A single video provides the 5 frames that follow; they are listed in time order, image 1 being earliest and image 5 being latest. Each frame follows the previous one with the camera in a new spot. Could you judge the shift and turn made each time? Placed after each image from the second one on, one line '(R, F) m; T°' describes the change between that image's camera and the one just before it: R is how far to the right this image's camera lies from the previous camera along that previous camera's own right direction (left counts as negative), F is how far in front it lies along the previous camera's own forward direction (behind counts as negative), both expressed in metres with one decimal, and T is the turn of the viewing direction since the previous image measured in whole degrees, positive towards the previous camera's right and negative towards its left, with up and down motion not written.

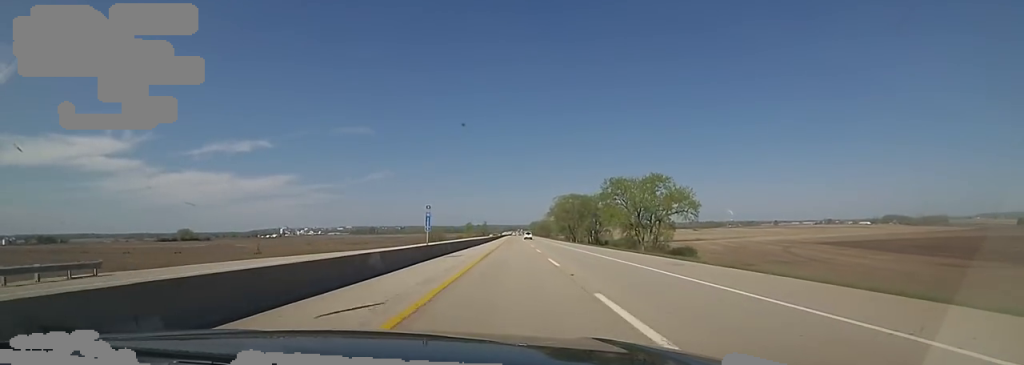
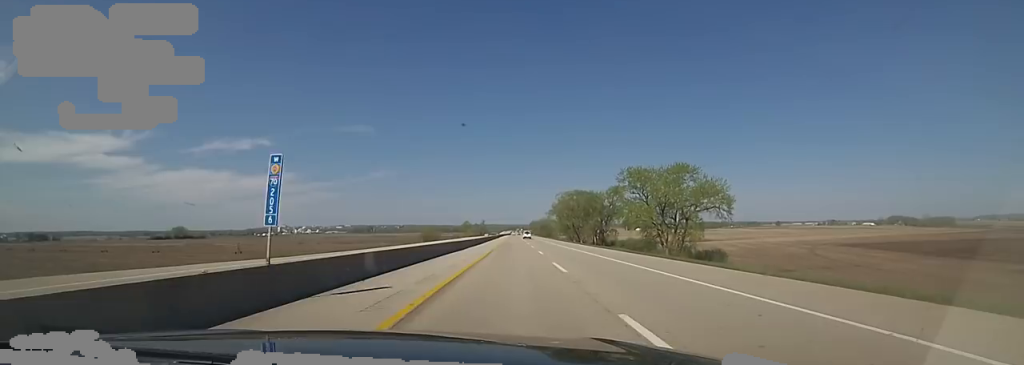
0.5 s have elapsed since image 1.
(0.0, +17.9) m; 0°
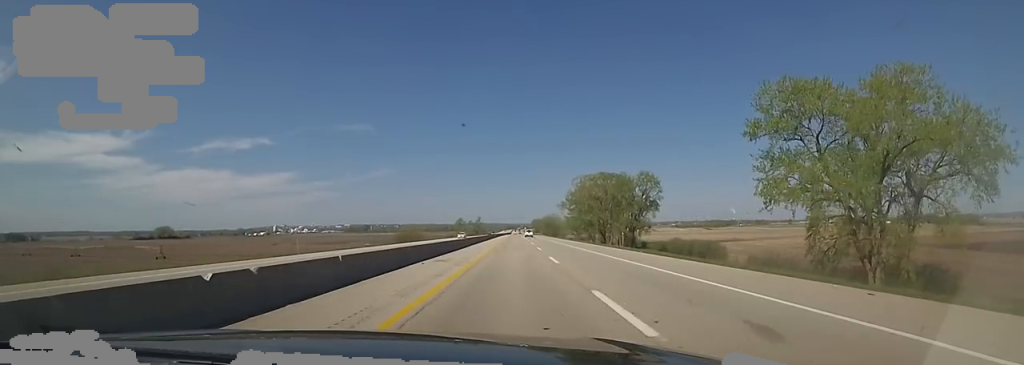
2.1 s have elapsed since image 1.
(0.0, +56.4) m; 0°
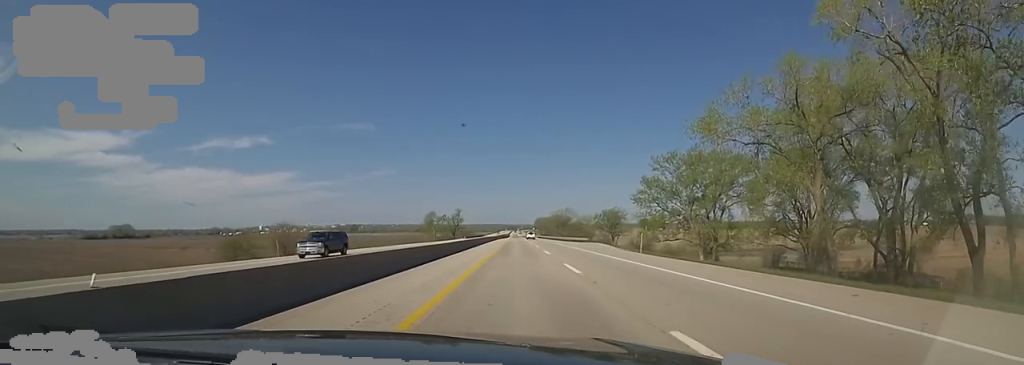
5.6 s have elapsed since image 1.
(-3.0, +126.6) m; 0°
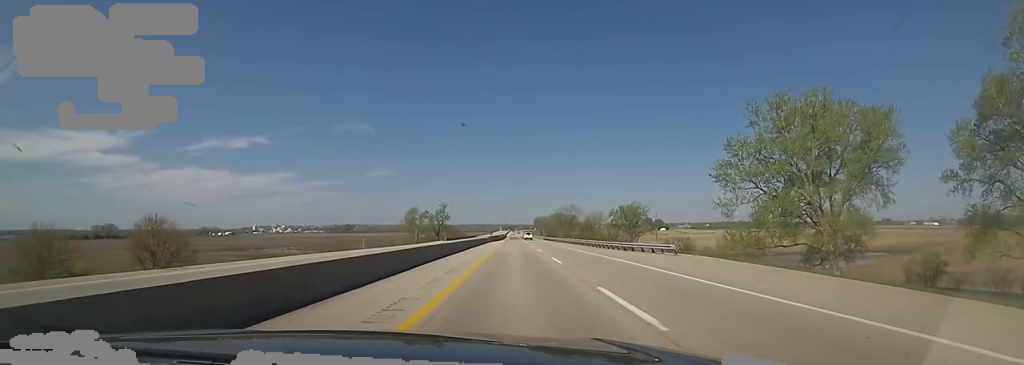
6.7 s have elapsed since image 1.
(+0.1, +39.7) m; 0°
